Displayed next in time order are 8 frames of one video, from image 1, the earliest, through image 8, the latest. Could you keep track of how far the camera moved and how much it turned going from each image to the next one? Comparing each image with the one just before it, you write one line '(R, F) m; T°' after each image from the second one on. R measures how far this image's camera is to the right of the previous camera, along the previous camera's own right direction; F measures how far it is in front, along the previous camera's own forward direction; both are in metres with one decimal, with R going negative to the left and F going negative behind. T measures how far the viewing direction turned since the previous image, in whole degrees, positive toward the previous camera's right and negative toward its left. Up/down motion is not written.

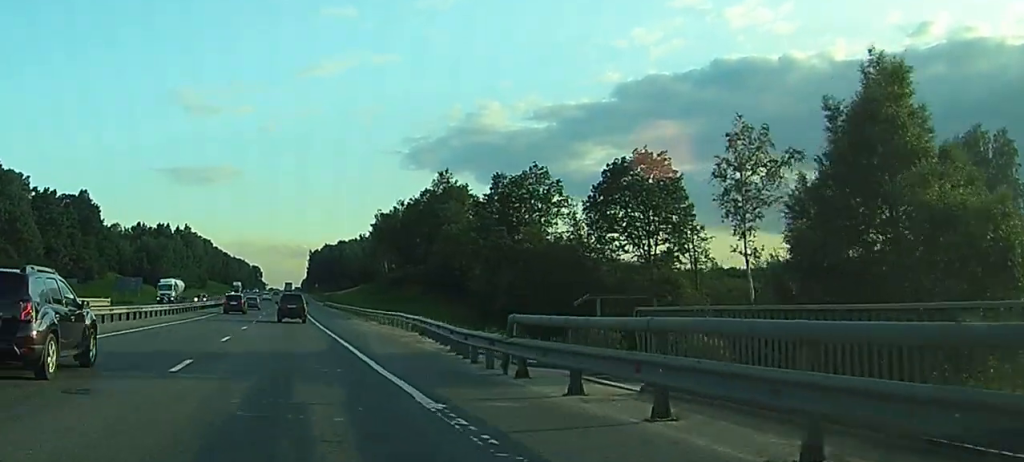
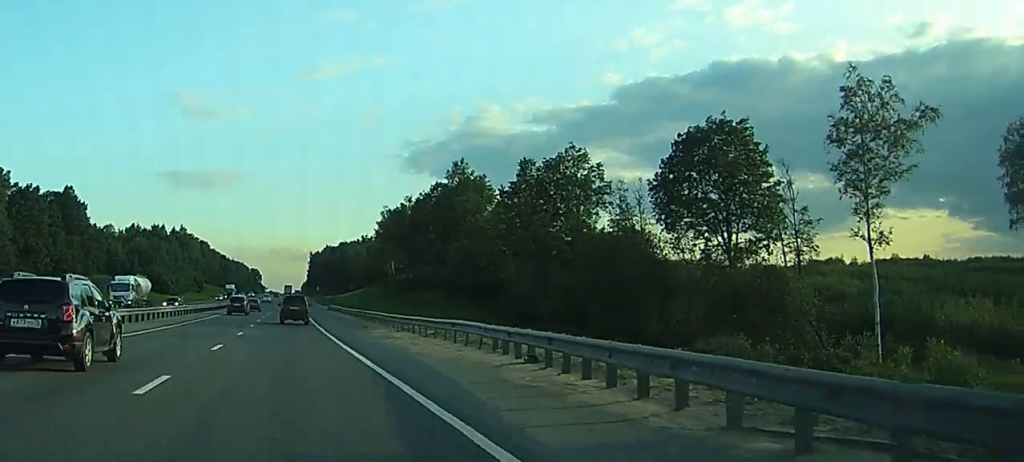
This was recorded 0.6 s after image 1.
(-0.1, +15.7) m; 0°
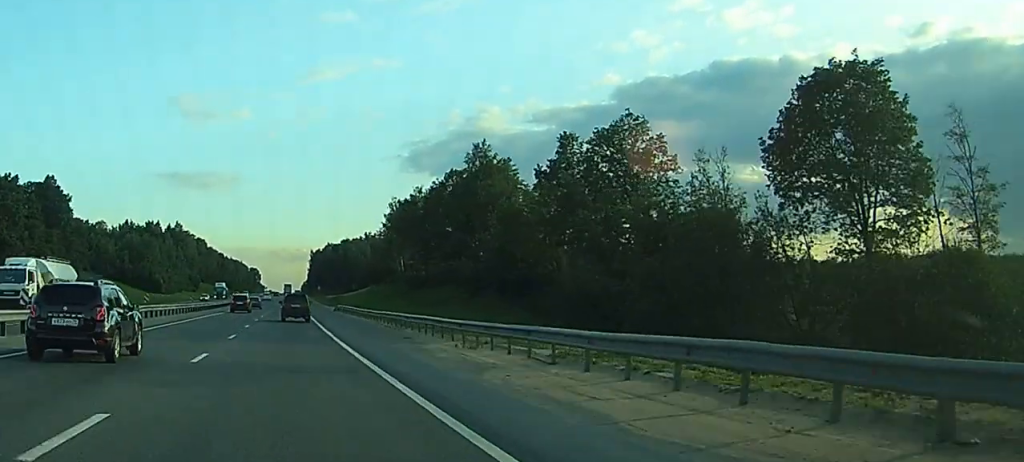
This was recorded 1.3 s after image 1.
(+0.2, +17.4) m; 0°
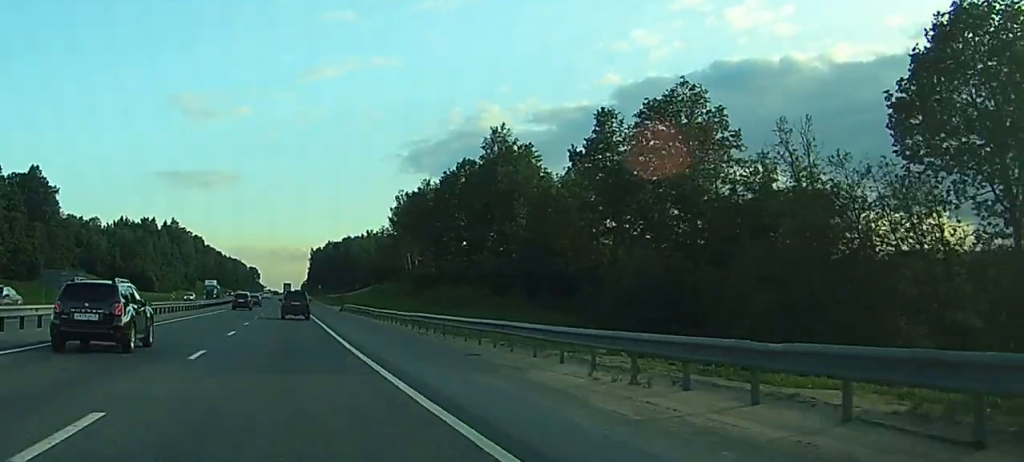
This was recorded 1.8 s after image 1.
(-0.1, +12.4) m; 0°
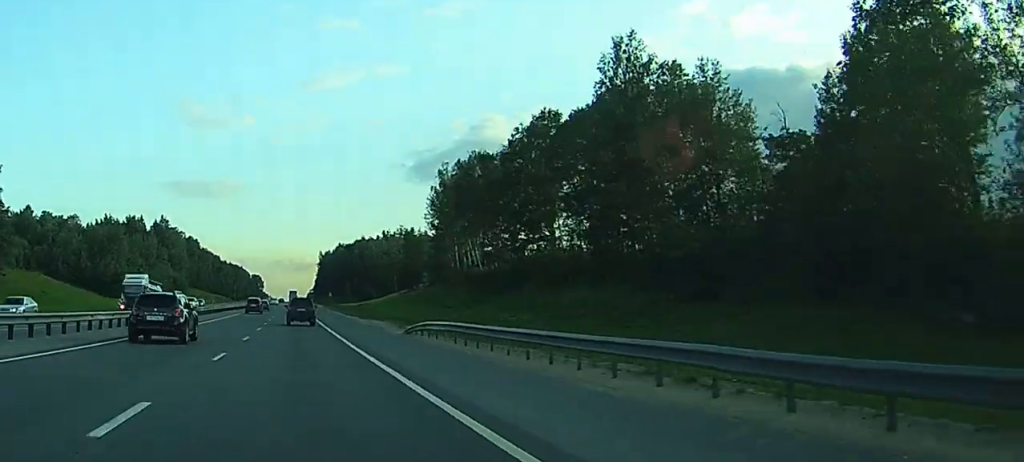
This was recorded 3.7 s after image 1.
(-0.6, +47.1) m; +1°
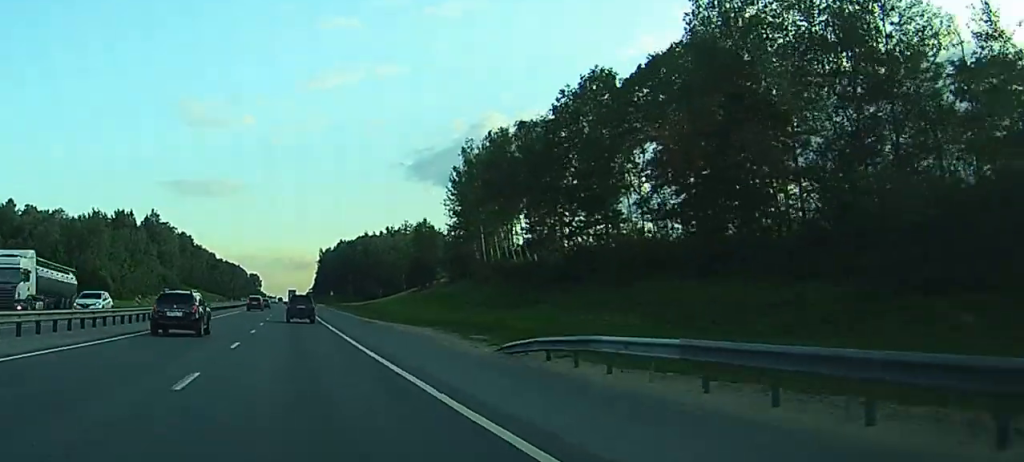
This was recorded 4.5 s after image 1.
(+0.6, +19.5) m; +1°
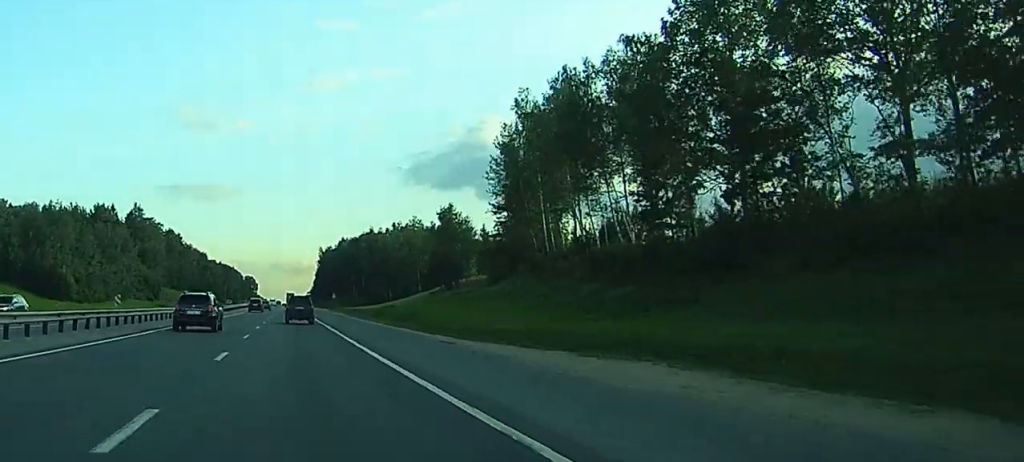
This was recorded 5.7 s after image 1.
(-0.6, +29.3) m; -1°
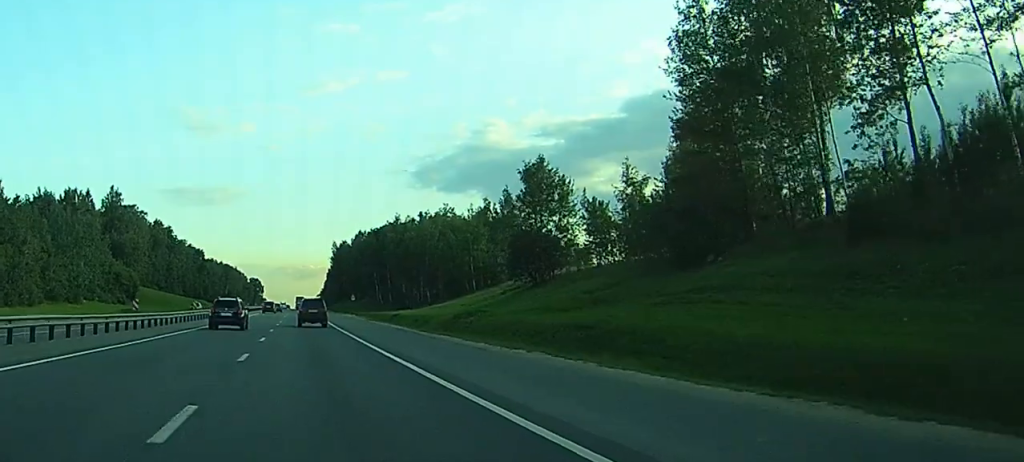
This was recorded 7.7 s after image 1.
(+0.3, +47.3) m; +1°
